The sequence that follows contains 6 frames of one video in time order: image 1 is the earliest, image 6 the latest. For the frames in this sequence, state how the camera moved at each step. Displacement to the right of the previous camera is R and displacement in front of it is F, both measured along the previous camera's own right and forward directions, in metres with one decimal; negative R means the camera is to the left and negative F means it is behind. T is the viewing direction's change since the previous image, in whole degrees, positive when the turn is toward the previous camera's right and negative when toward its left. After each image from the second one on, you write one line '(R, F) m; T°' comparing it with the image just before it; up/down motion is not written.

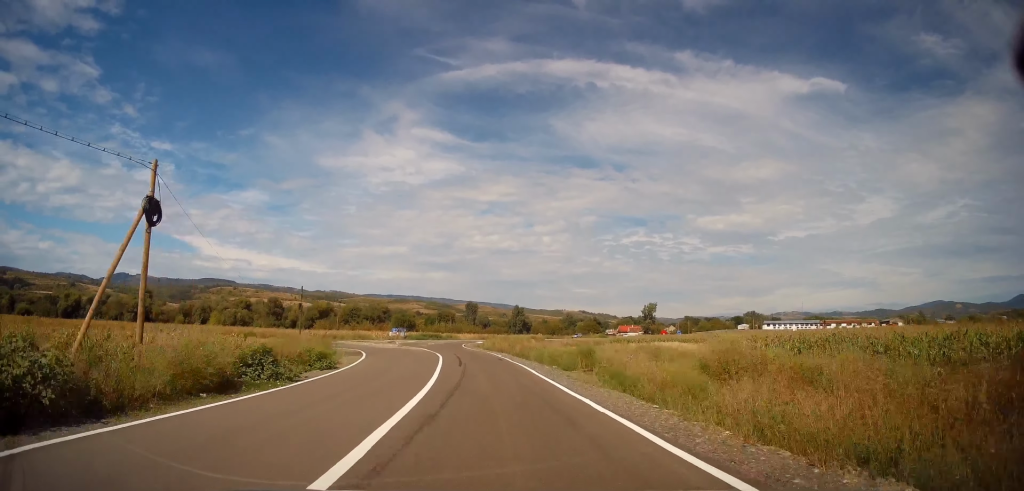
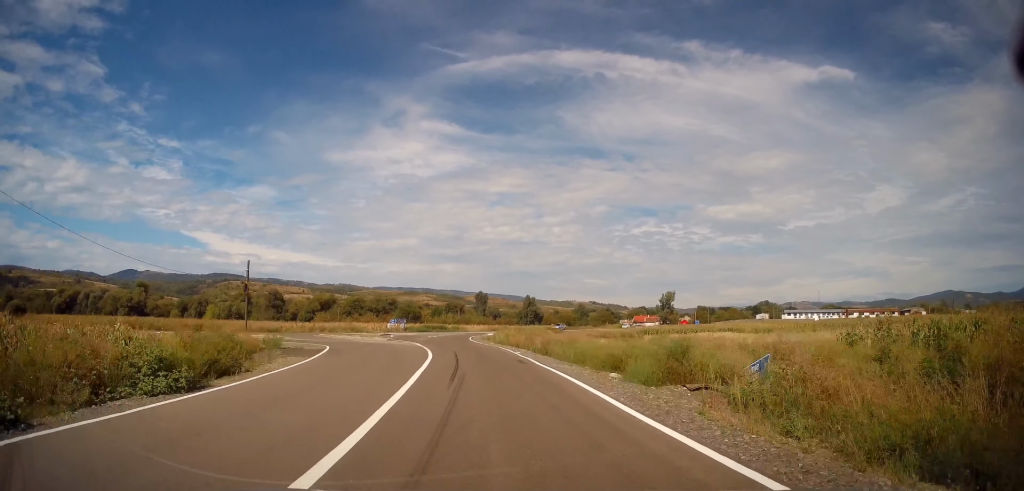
(0.0, +12.5) m; -1°
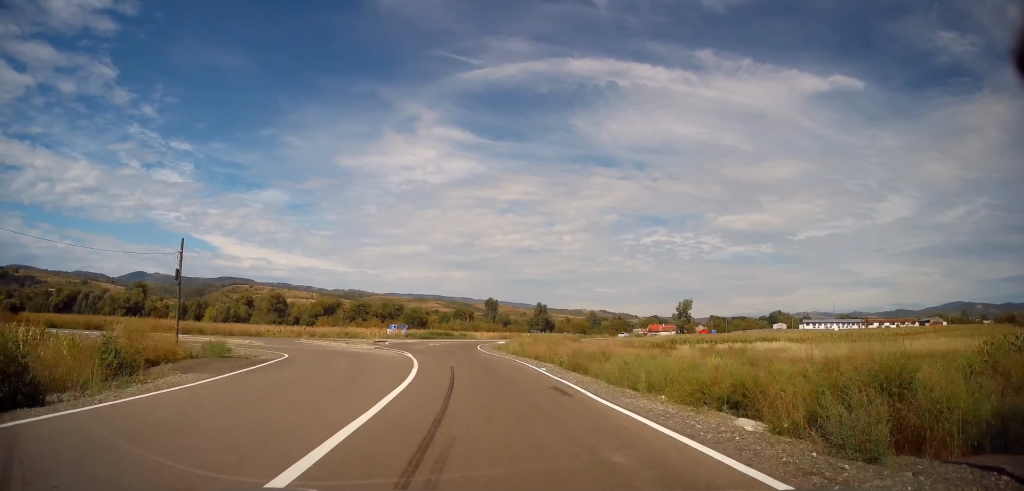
(-0.2, +9.4) m; -1°
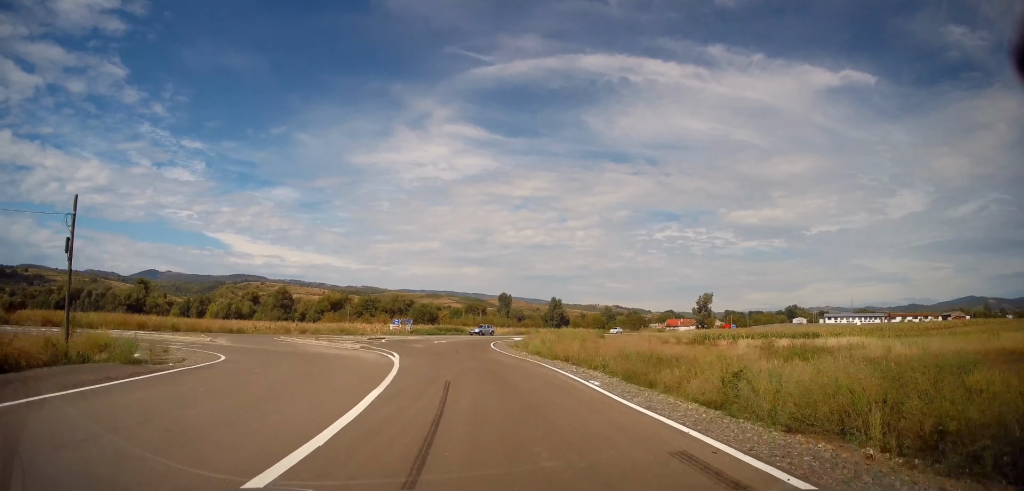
(0.0, +8.8) m; -1°
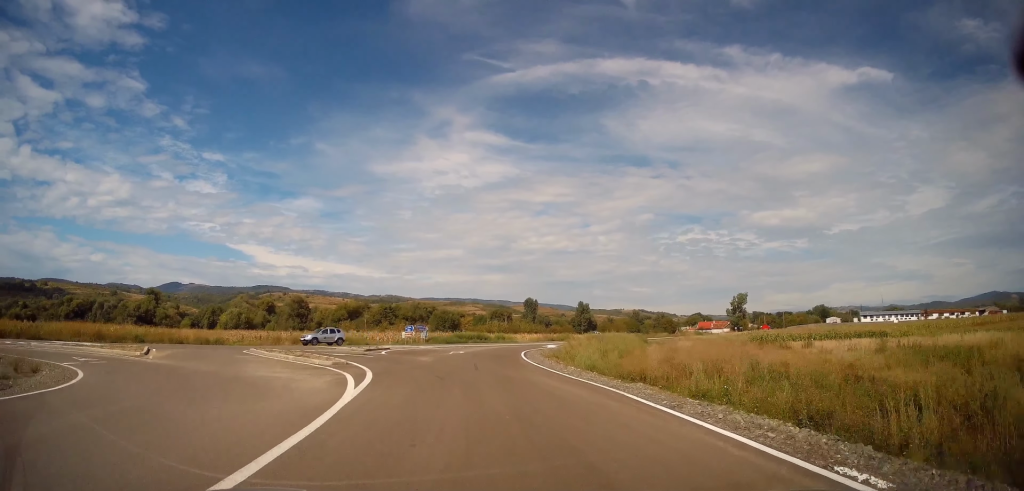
(-0.1, +10.9) m; -3°
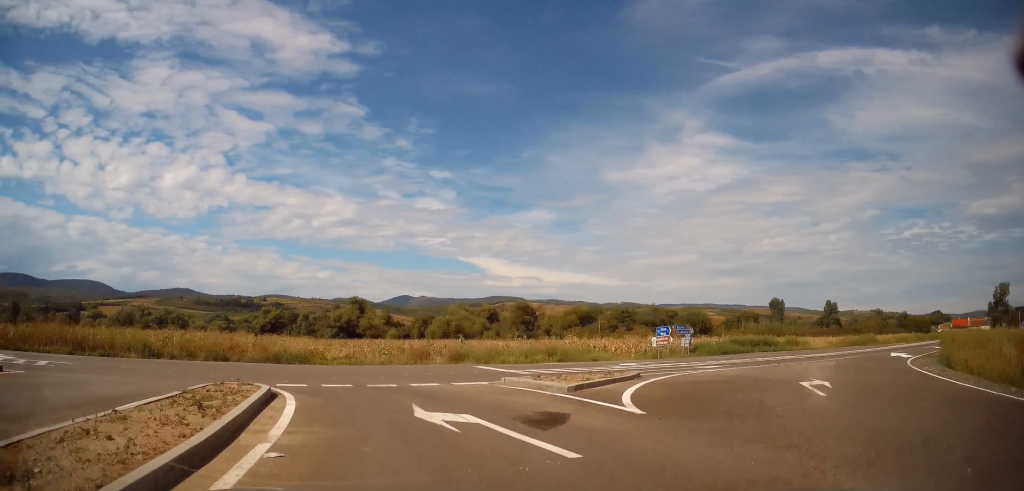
(-4.3, +24.1) m; -25°
